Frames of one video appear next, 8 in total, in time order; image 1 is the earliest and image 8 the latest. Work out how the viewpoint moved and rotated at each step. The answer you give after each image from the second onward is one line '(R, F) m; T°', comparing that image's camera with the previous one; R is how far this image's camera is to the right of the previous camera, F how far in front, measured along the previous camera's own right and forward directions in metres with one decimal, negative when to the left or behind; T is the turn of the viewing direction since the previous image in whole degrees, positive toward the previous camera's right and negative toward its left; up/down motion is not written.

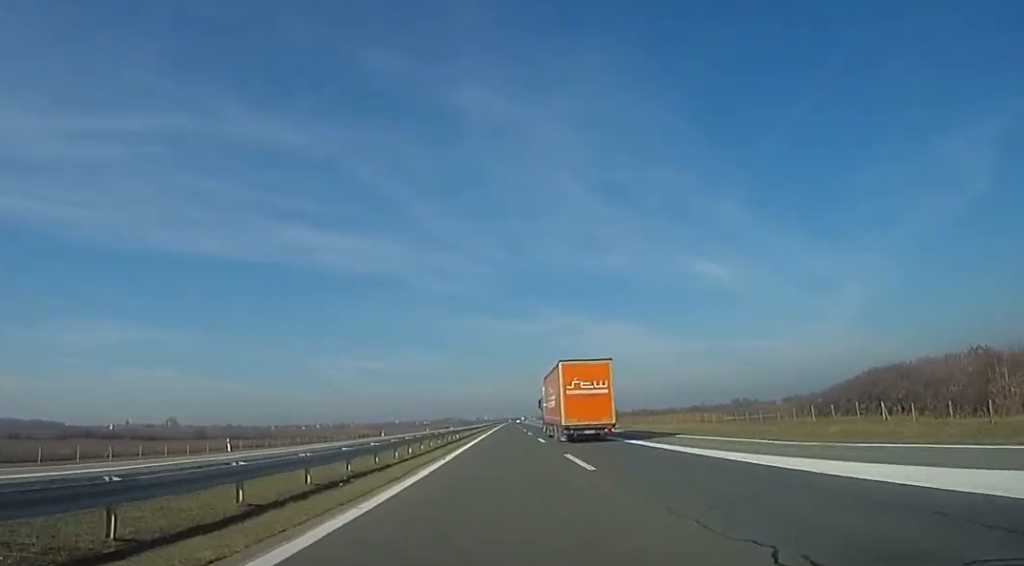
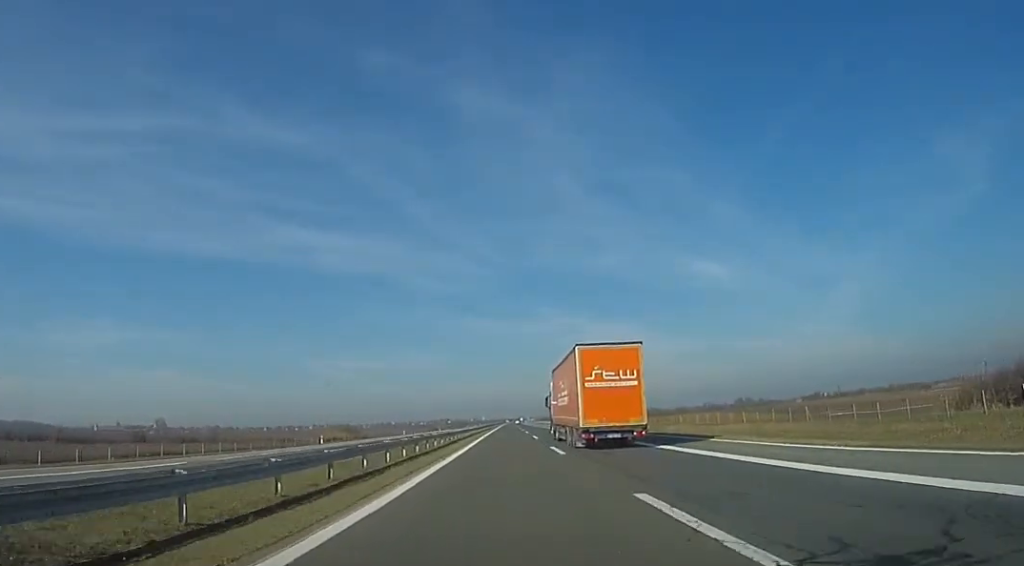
(+0.2, +30.2) m; +1°
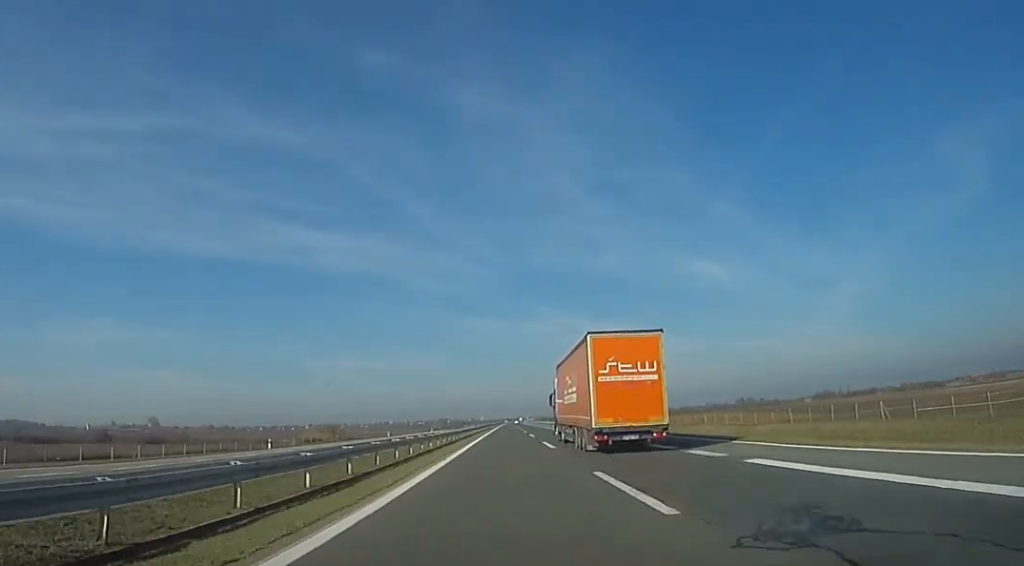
(+0.1, +14.0) m; 0°
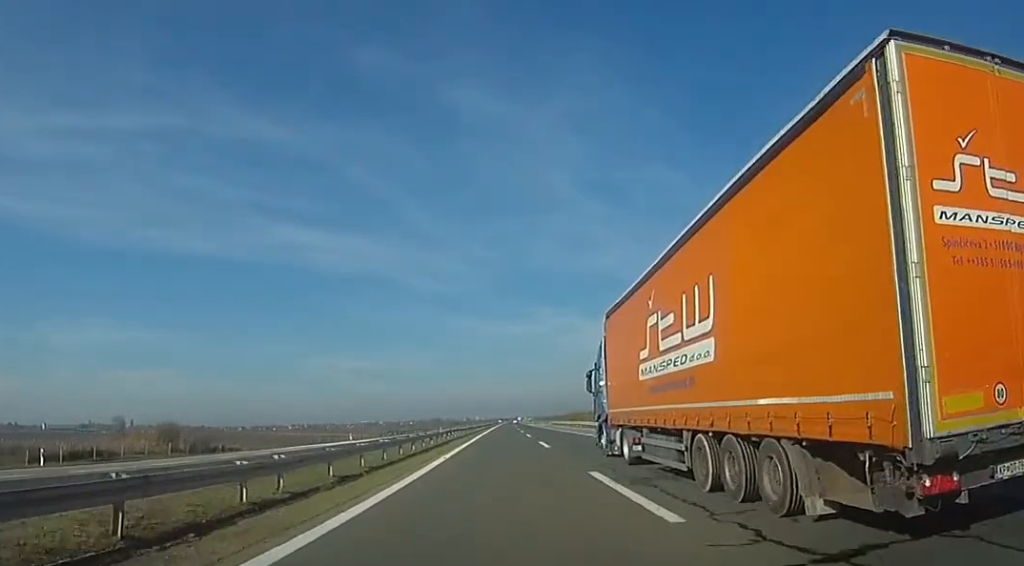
(+0.2, +75.5) m; 0°
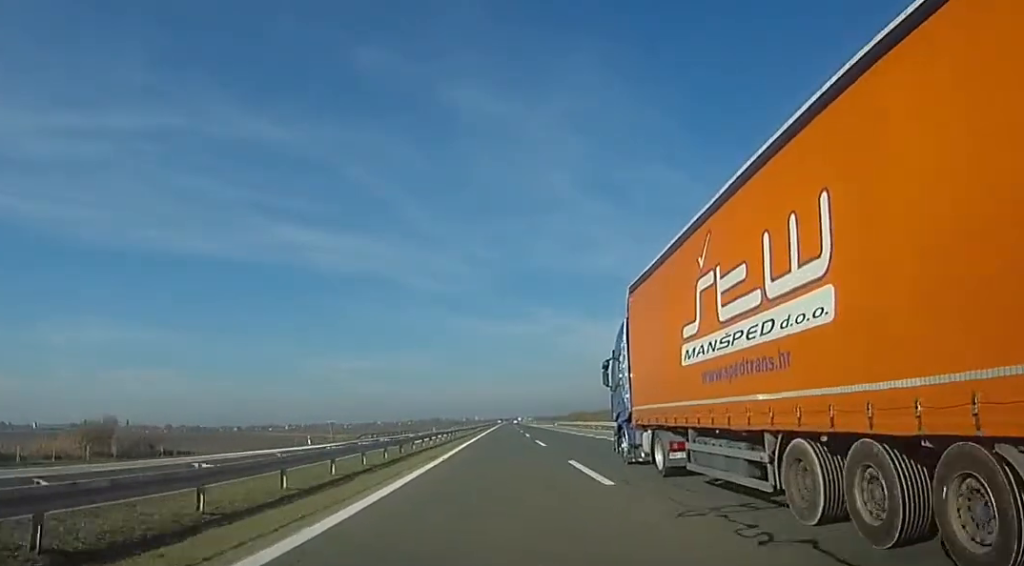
(0.0, +15.6) m; 0°
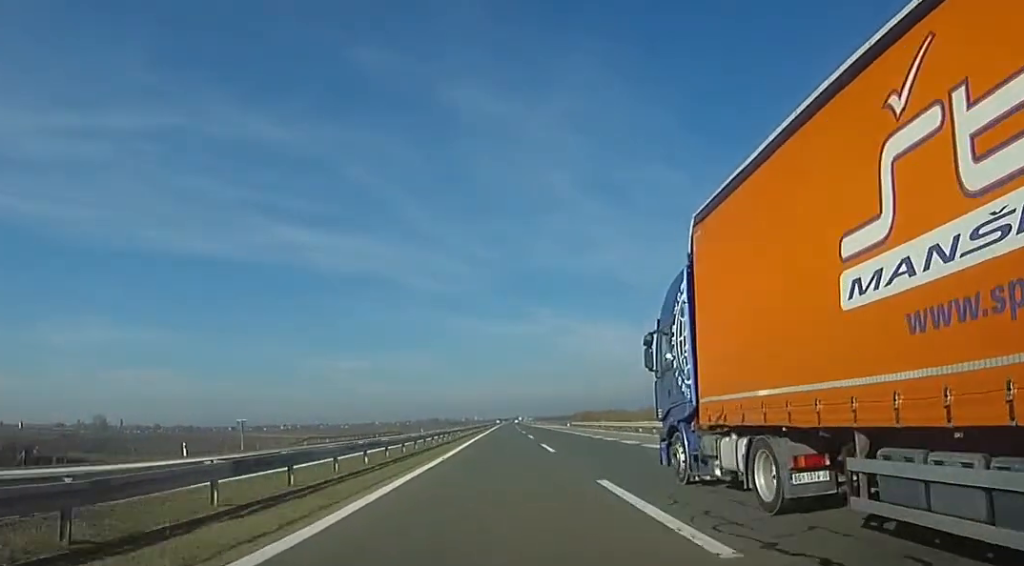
(0.0, +23.4) m; 0°
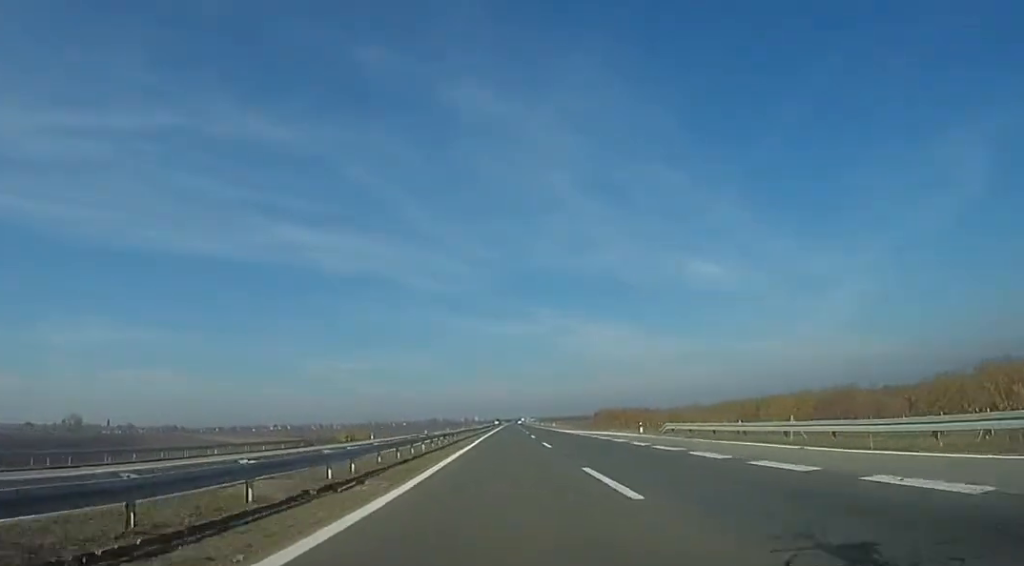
(0.0, +51.0) m; 0°
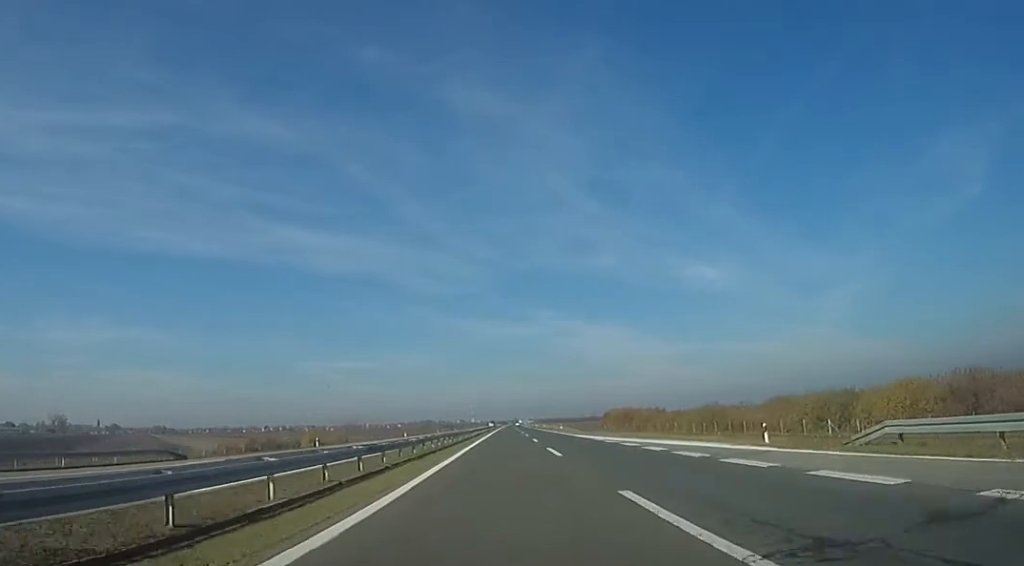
(0.0, +22.9) m; 0°
